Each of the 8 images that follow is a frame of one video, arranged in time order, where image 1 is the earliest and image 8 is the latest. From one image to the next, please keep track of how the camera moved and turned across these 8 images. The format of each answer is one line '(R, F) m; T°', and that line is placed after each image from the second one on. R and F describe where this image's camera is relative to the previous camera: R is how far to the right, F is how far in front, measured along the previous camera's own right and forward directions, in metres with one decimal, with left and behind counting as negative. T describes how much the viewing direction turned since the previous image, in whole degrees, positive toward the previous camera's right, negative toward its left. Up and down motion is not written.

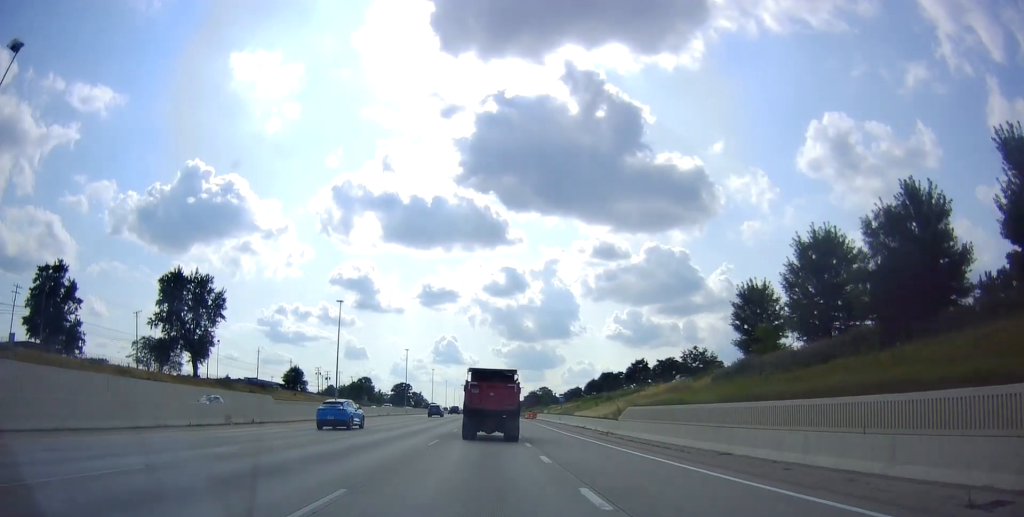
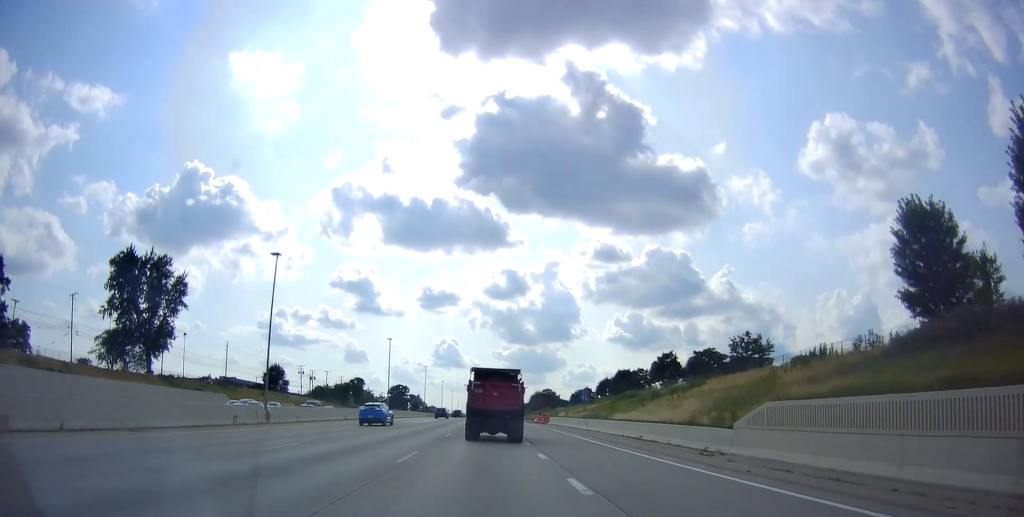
(+0.1, +21.2) m; -1°
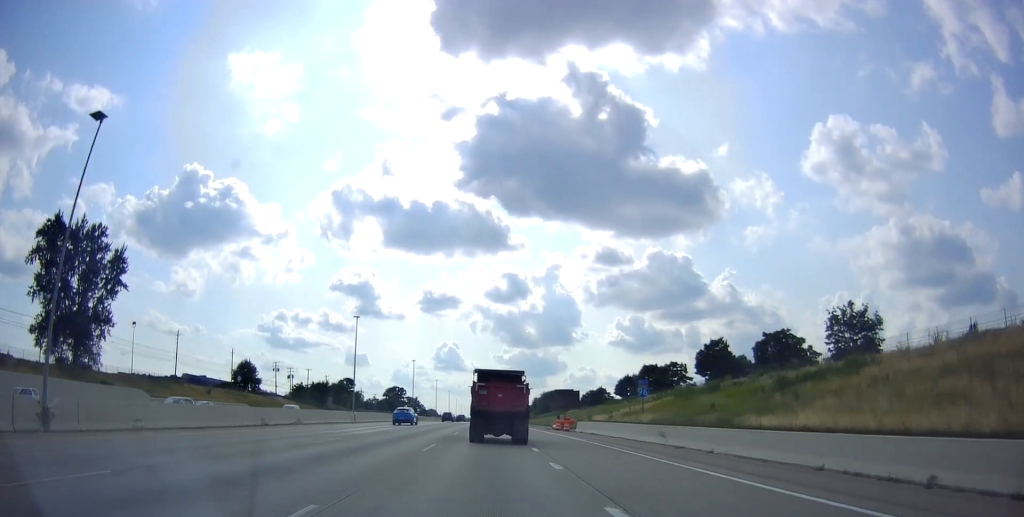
(-0.4, +25.6) m; 0°
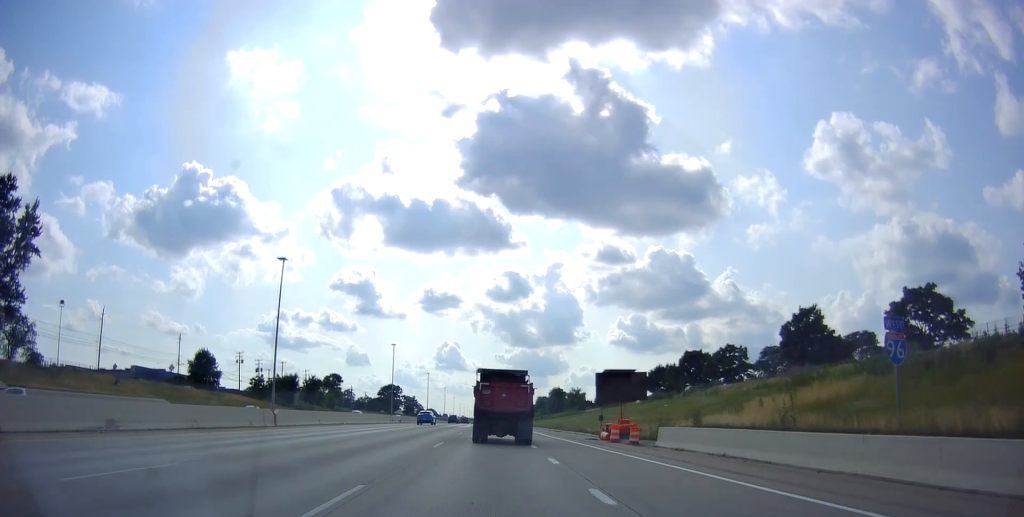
(+0.5, +28.5) m; +1°
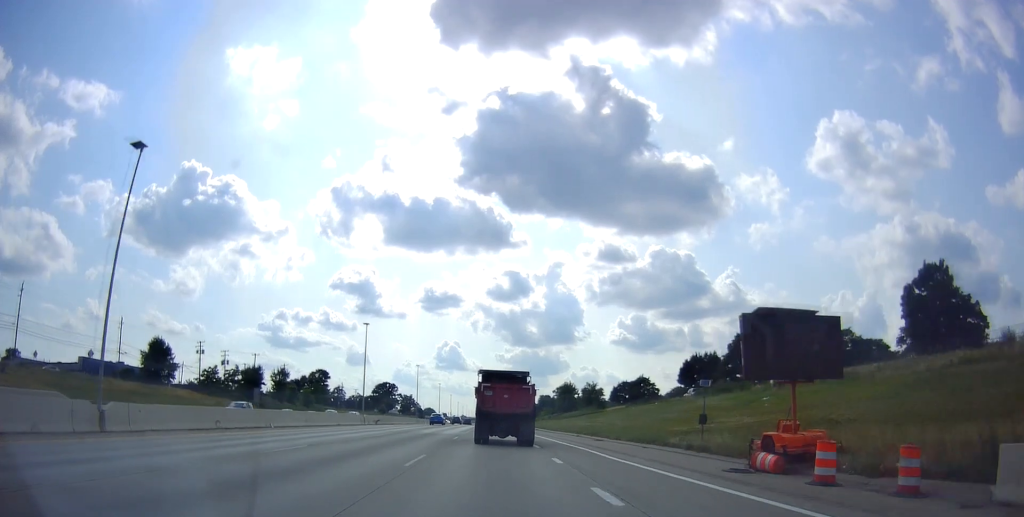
(-0.3, +22.9) m; -1°
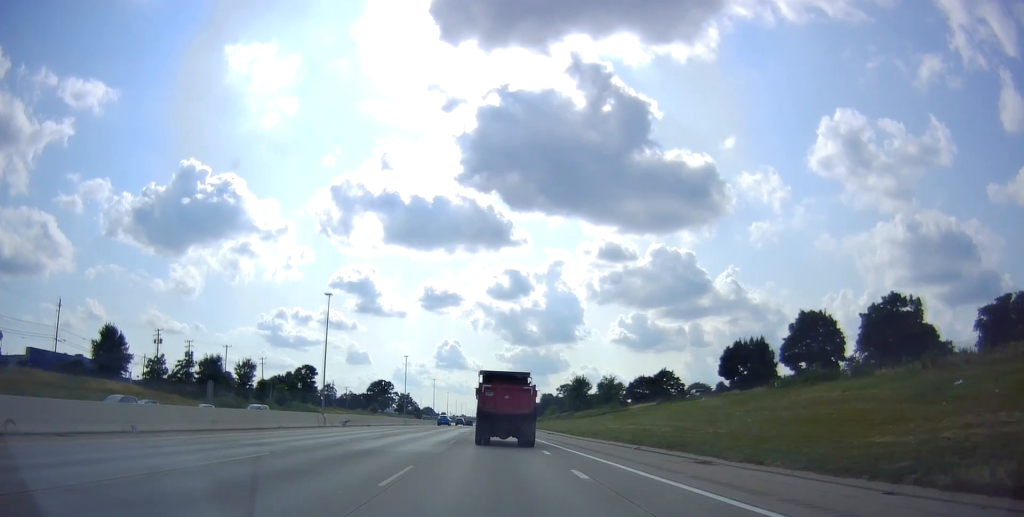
(-0.1, +18.8) m; 0°
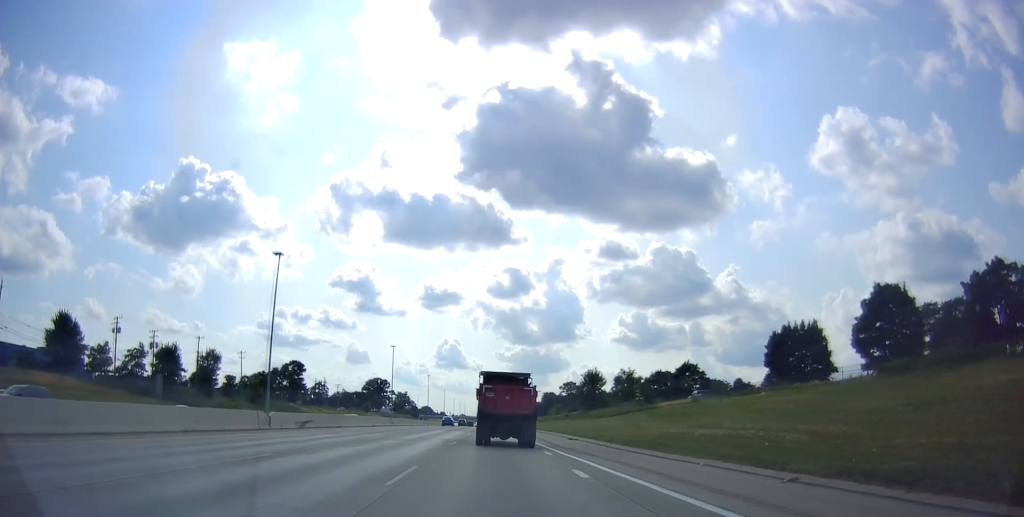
(0.0, +15.0) m; 0°
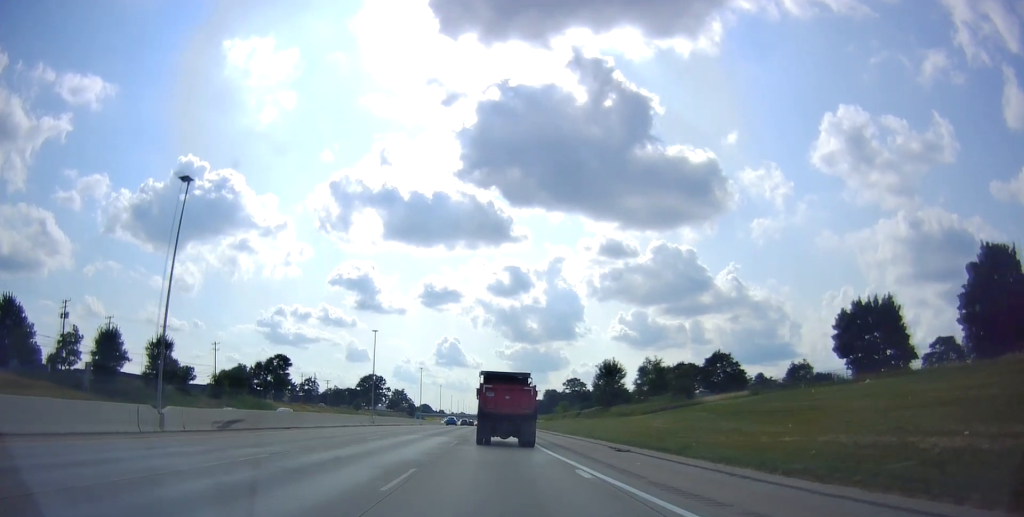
(0.0, +15.6) m; 0°
